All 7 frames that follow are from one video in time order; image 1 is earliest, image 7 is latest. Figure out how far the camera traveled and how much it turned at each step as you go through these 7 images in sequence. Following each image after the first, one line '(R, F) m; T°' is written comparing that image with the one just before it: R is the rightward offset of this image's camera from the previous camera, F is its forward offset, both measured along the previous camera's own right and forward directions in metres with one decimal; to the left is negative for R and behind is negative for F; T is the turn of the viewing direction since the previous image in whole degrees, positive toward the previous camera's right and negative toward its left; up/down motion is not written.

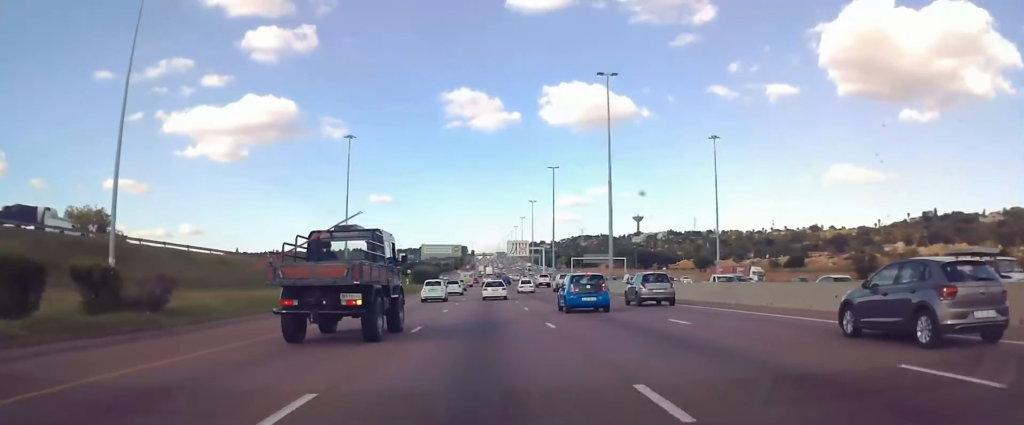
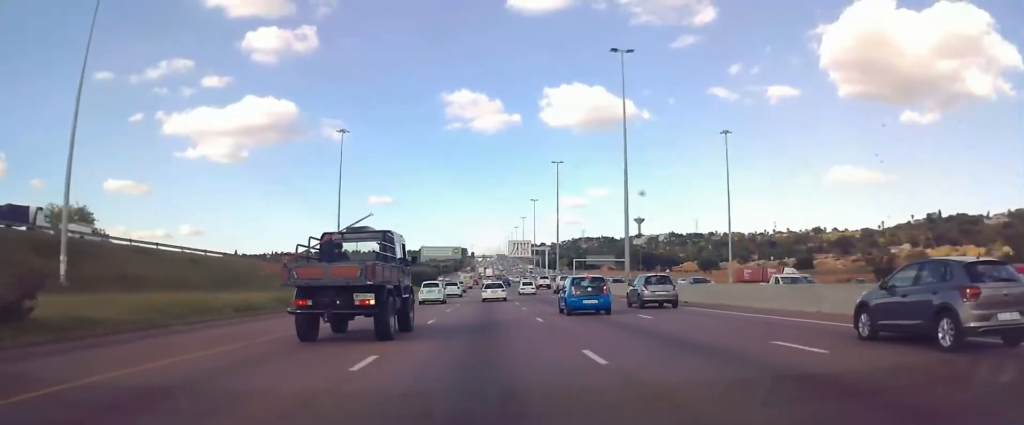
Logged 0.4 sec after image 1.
(+0.1, +7.8) m; 0°
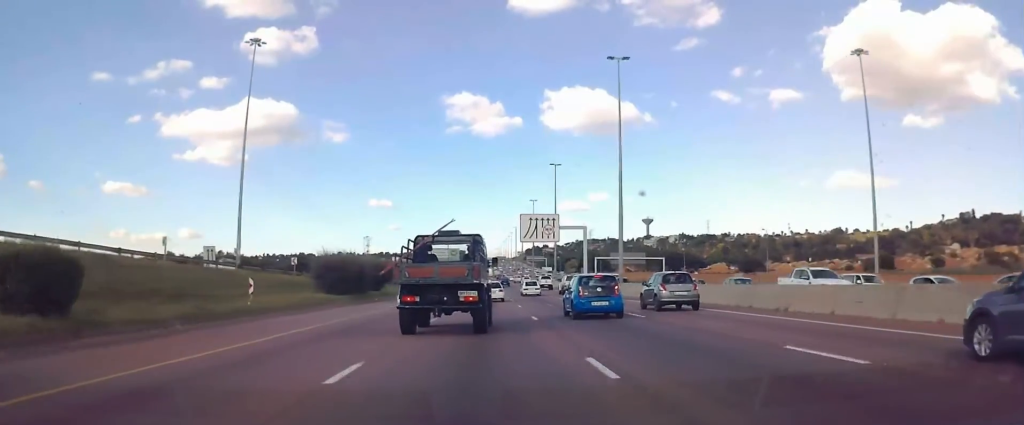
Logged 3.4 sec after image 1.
(+0.3, +57.1) m; 0°
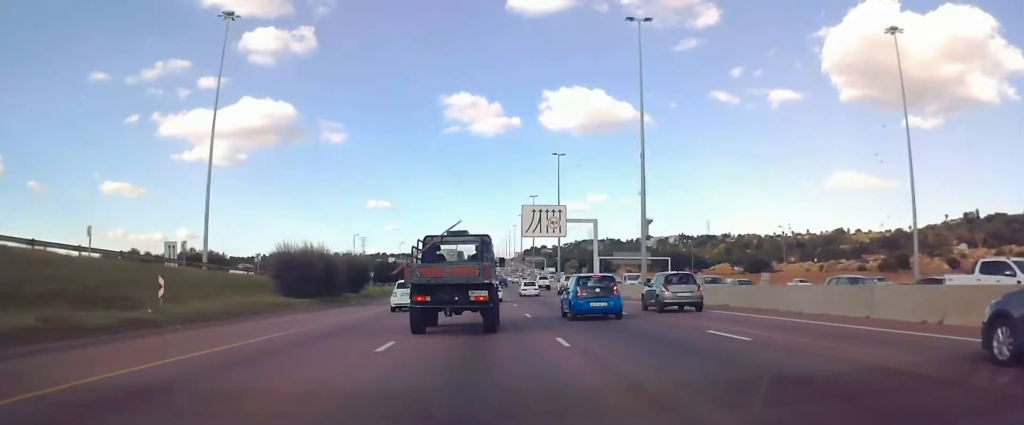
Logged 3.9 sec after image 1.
(0.0, +9.9) m; 0°
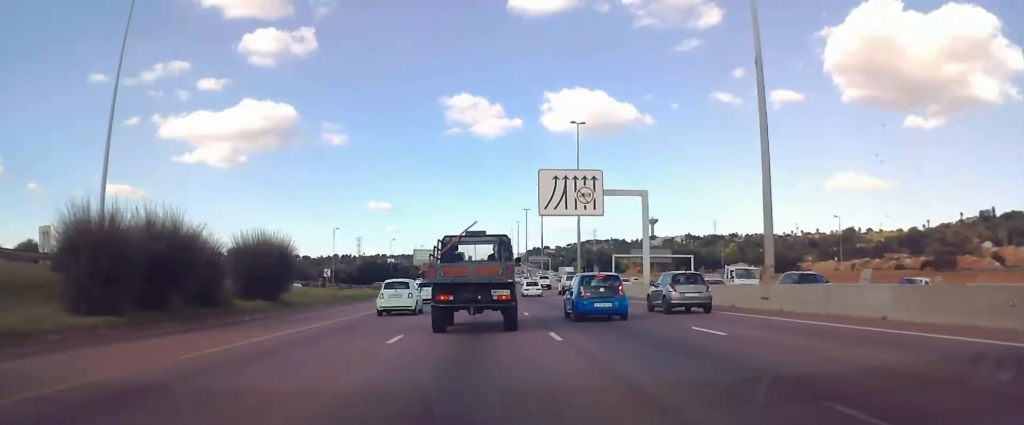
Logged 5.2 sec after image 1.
(0.0, +22.9) m; -1°
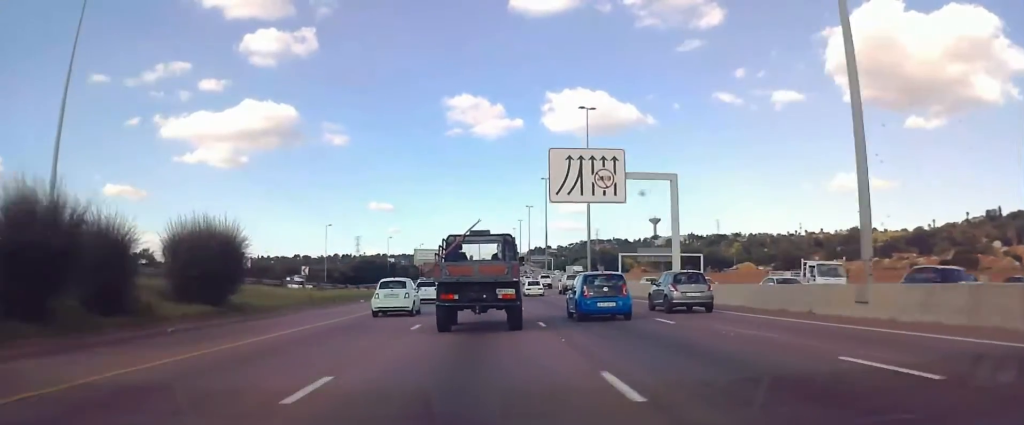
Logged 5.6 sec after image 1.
(+0.1, +7.7) m; -1°
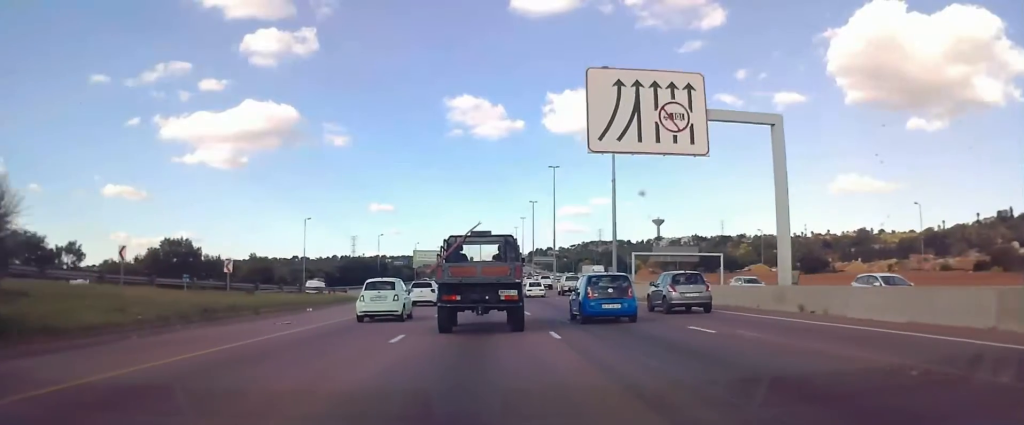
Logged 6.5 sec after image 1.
(-0.3, +15.8) m; +1°
